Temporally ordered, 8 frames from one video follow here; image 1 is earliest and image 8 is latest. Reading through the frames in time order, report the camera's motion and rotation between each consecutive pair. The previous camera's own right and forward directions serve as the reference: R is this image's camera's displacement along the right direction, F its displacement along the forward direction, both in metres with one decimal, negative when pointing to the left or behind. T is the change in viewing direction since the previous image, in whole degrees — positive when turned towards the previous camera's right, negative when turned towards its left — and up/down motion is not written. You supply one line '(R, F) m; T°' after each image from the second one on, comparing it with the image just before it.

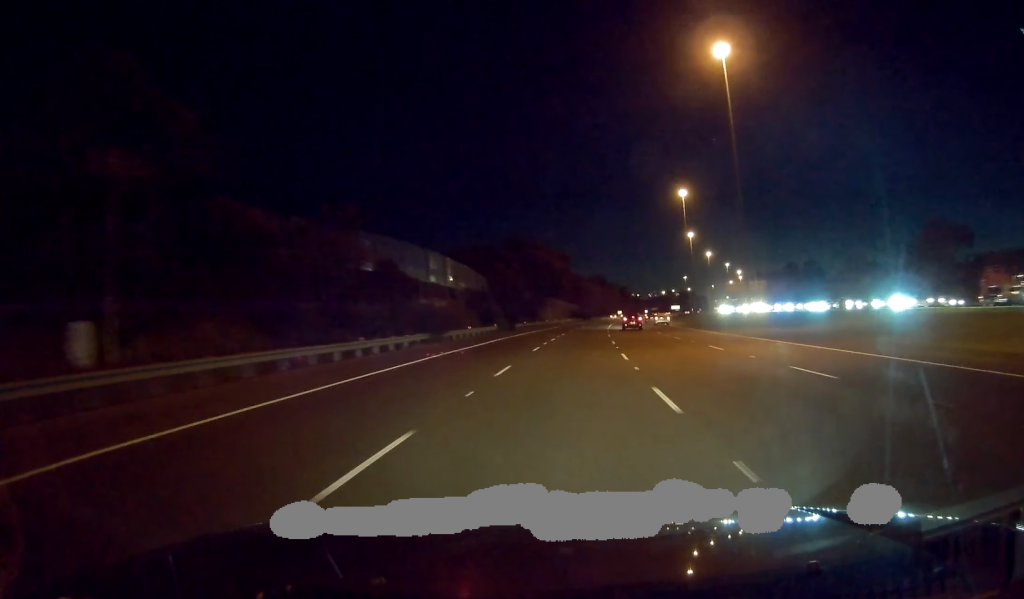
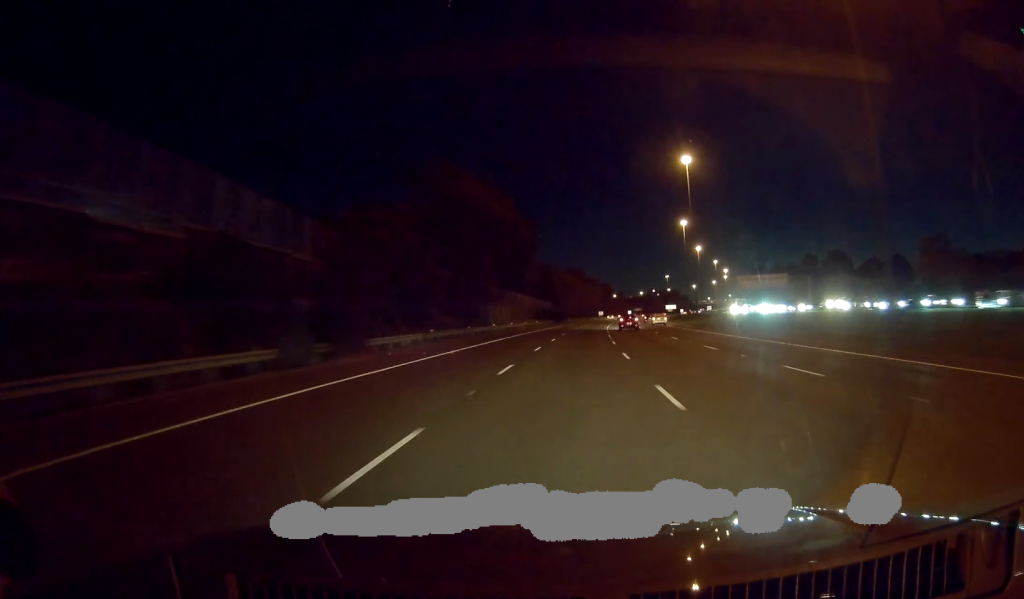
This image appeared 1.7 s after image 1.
(+1.4, +47.5) m; +2°
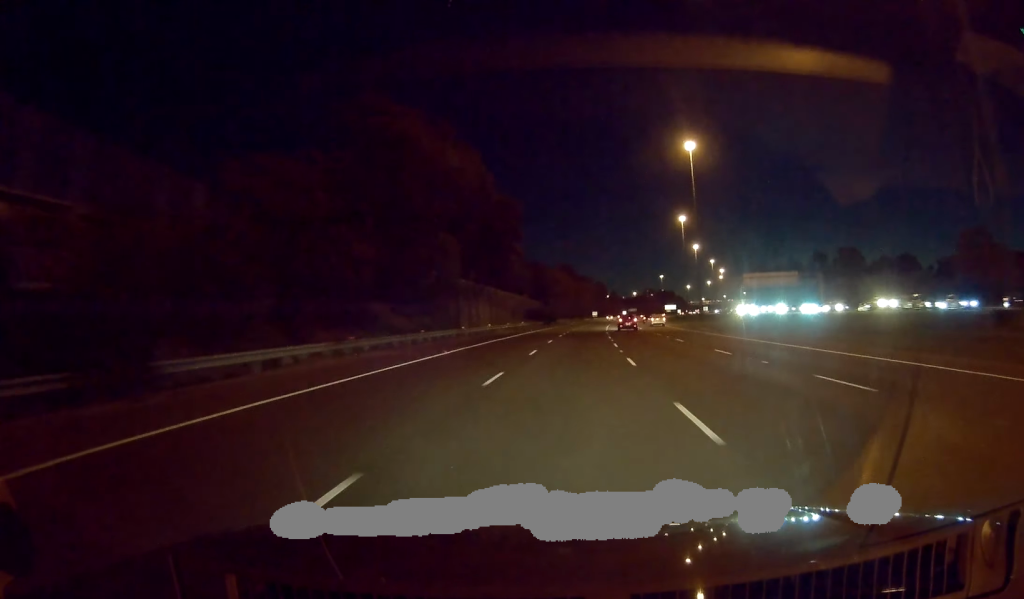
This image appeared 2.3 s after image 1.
(-0.2, +14.6) m; 0°
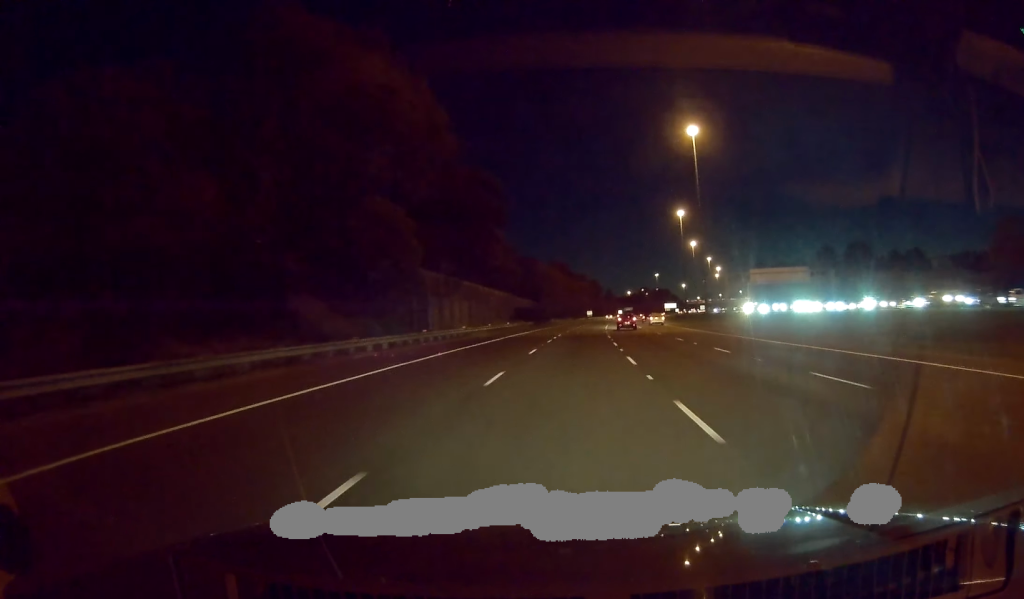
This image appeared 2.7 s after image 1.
(-0.2, +11.8) m; 0°
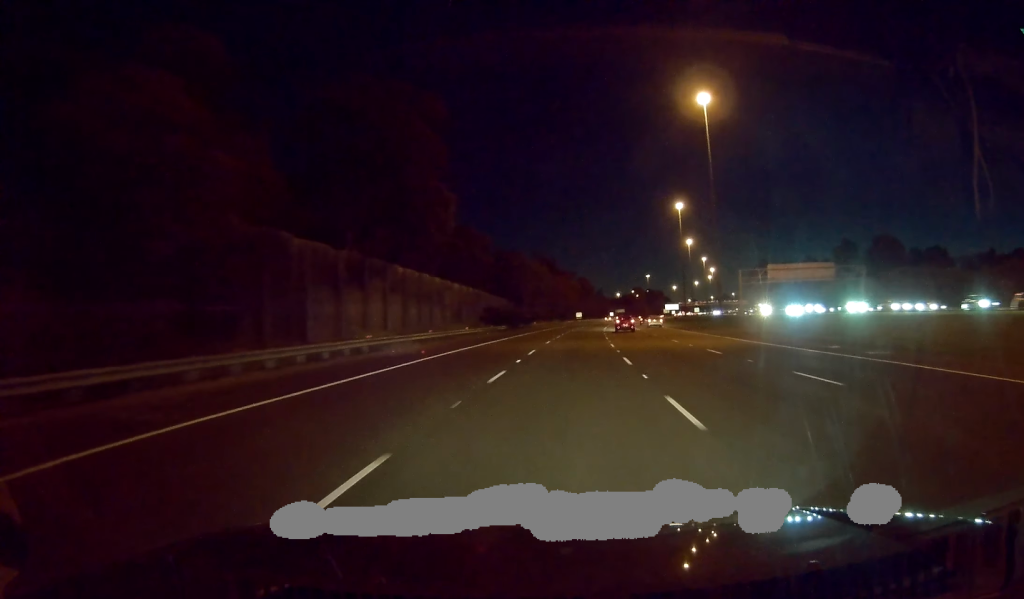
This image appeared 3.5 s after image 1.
(+0.4, +22.8) m; +2°
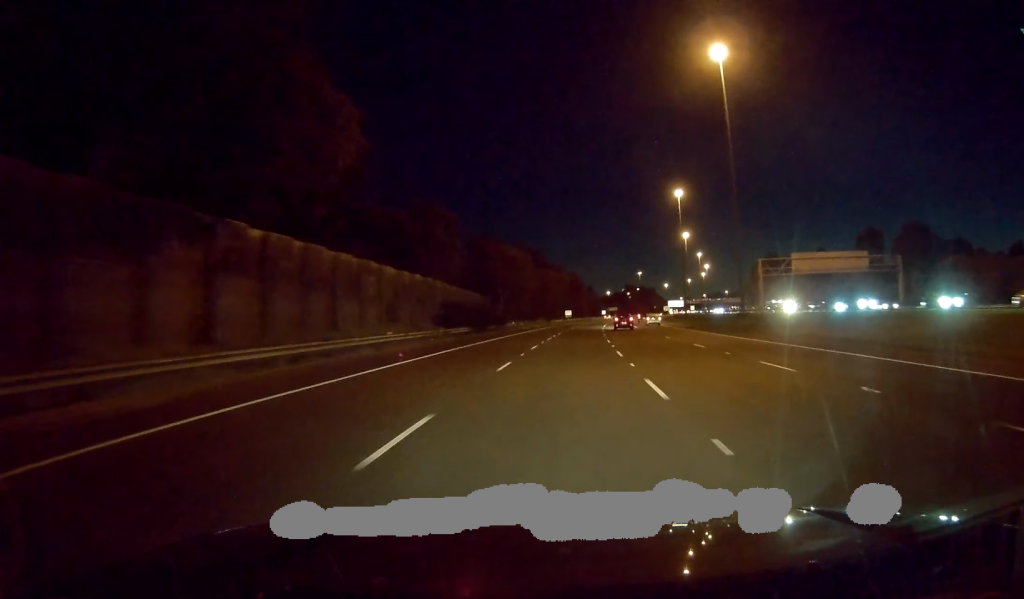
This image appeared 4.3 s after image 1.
(+0.4, +21.1) m; +1°
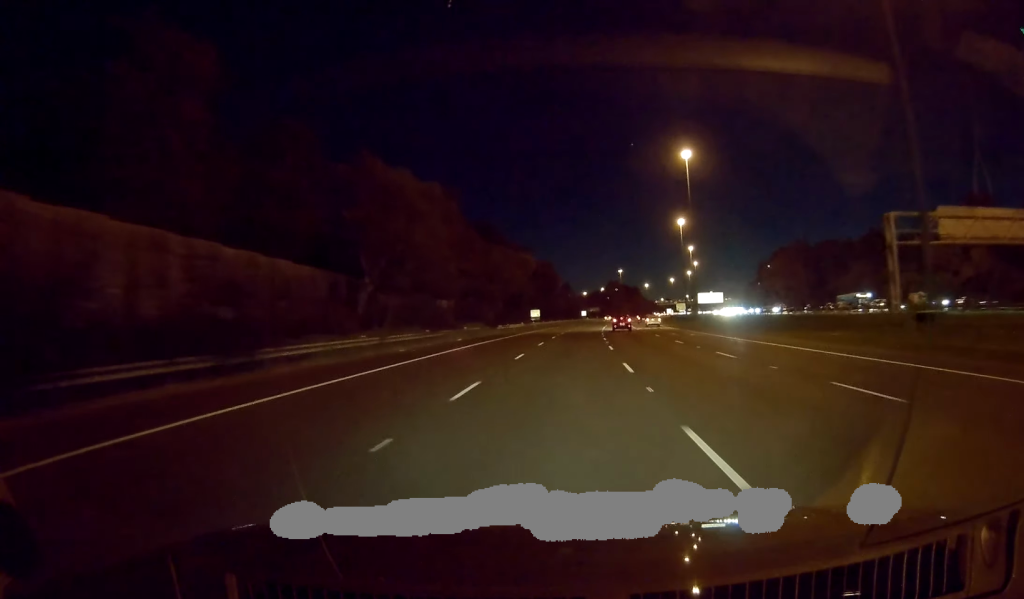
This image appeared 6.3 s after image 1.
(+0.5, +53.9) m; +2°
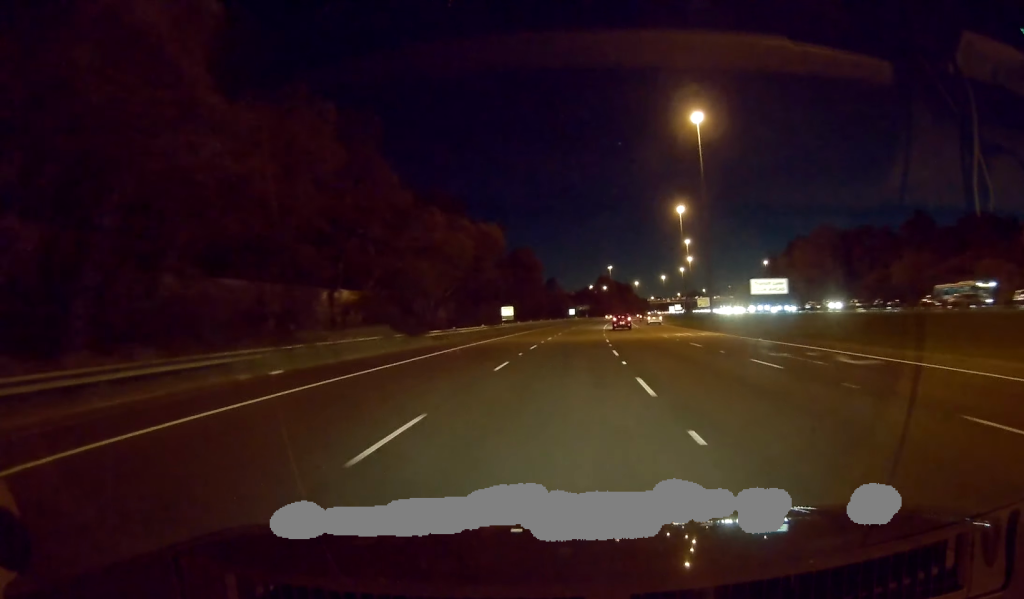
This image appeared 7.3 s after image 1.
(+0.5, +29.2) m; +1°
